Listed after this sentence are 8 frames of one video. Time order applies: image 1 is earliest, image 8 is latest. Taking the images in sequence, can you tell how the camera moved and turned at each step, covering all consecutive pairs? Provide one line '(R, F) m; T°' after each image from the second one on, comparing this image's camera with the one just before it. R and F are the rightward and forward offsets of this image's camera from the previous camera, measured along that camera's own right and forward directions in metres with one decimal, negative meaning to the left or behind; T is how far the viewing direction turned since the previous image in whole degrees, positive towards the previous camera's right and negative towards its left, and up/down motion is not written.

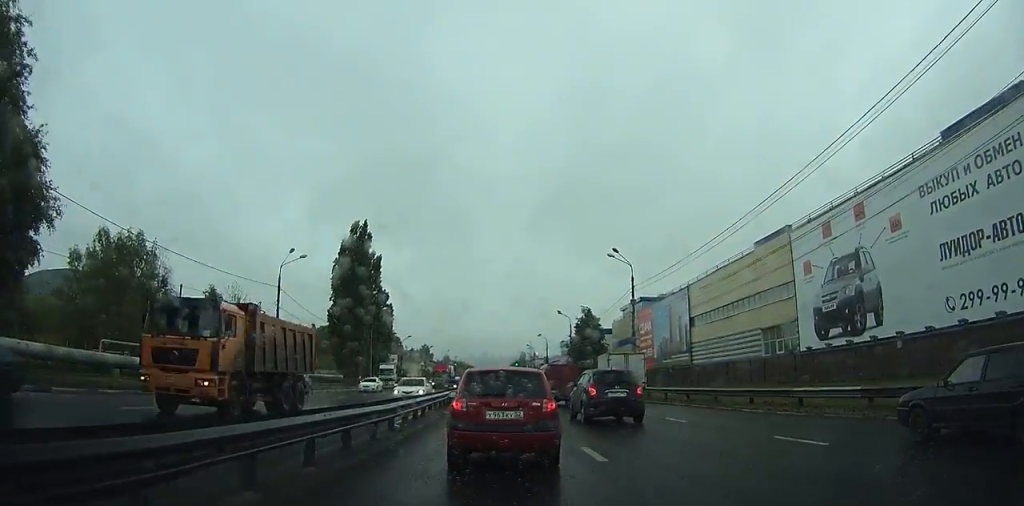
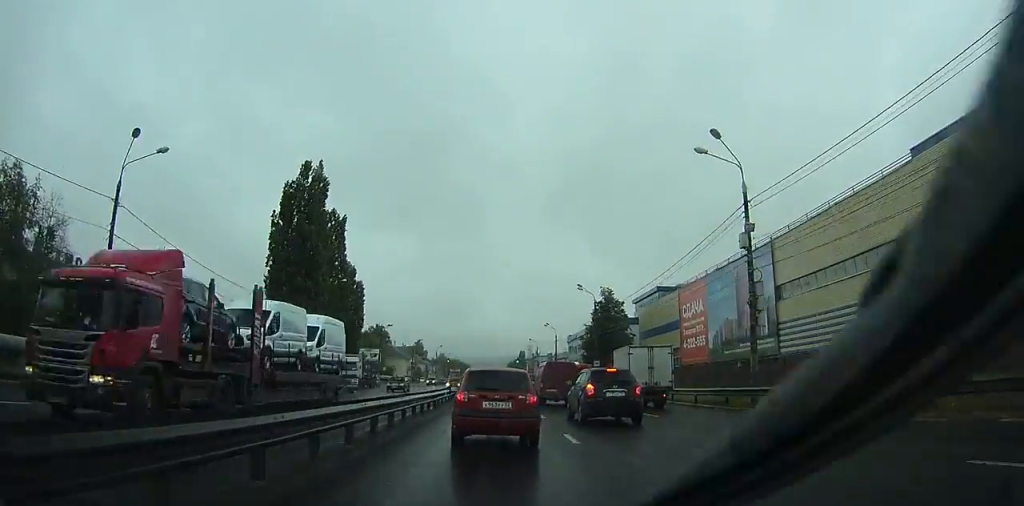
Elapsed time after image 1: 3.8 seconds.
(-0.2, +18.0) m; -2°
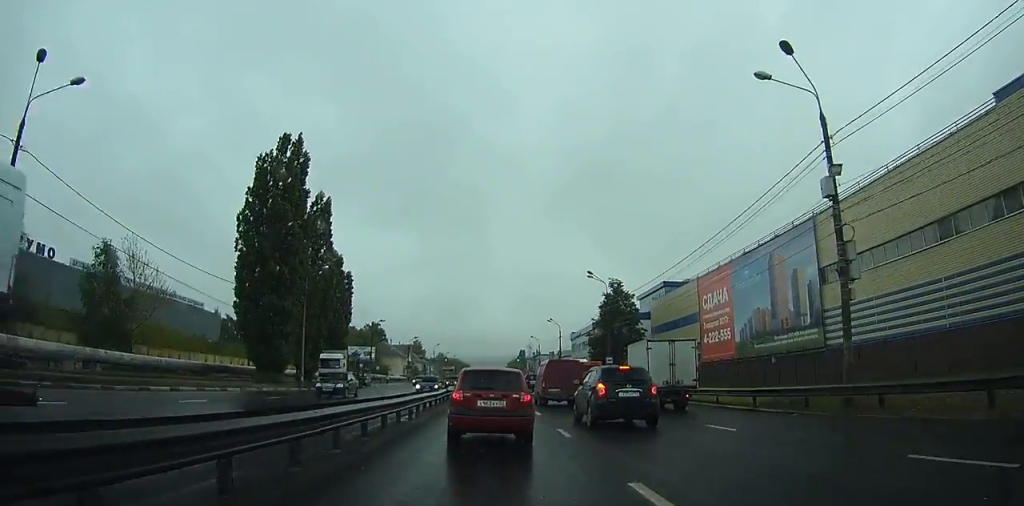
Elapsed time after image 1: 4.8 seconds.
(0.0, +6.0) m; 0°
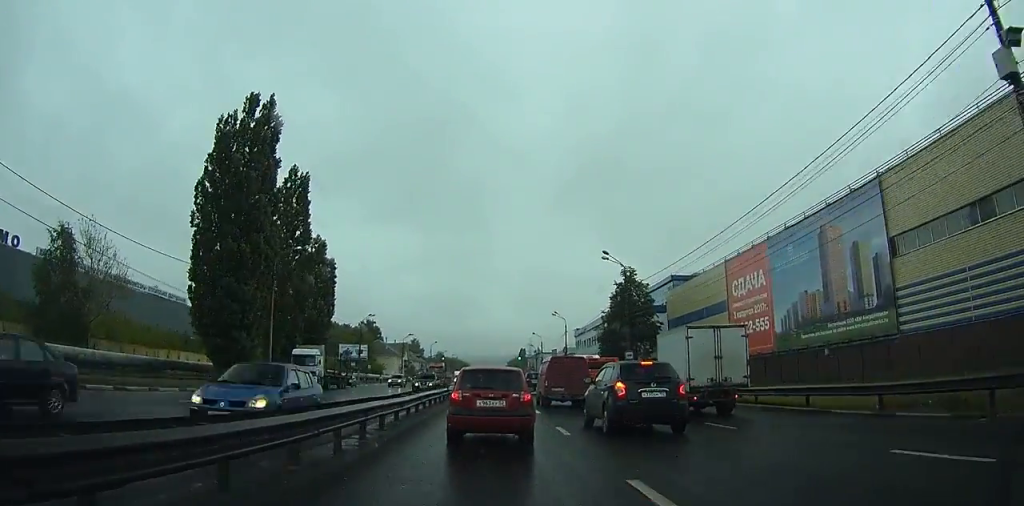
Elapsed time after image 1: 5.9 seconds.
(0.0, +7.4) m; +1°
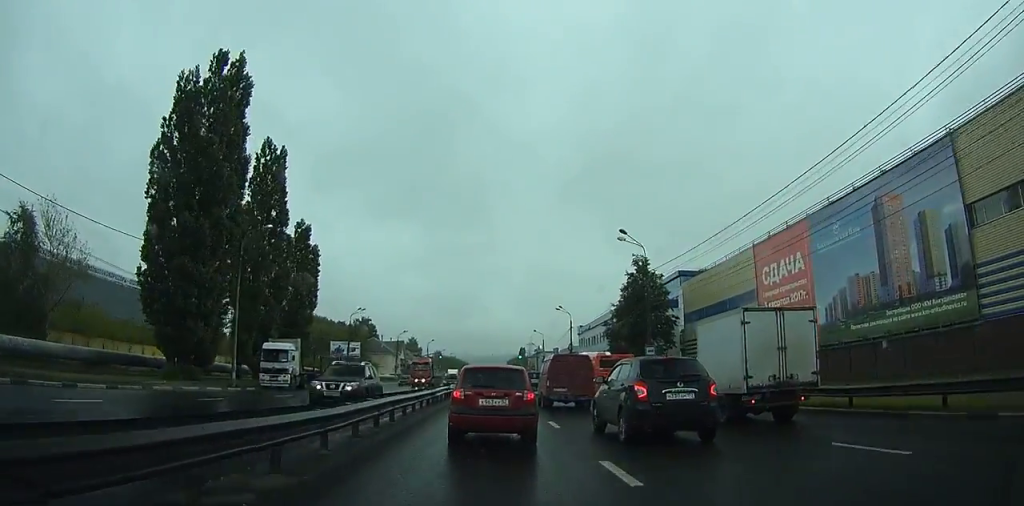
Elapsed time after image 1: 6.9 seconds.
(0.0, +6.2) m; +1°
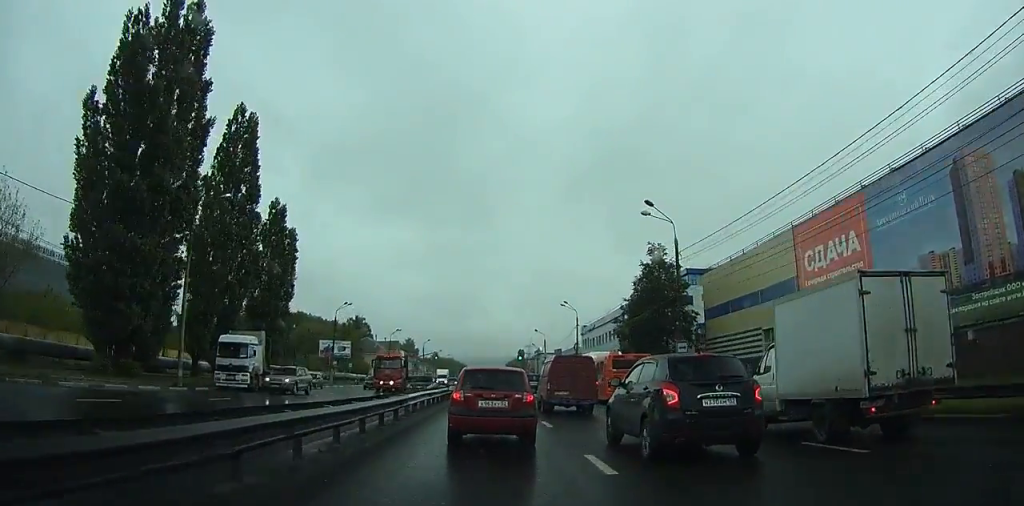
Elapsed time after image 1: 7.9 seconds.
(+0.2, +7.3) m; 0°
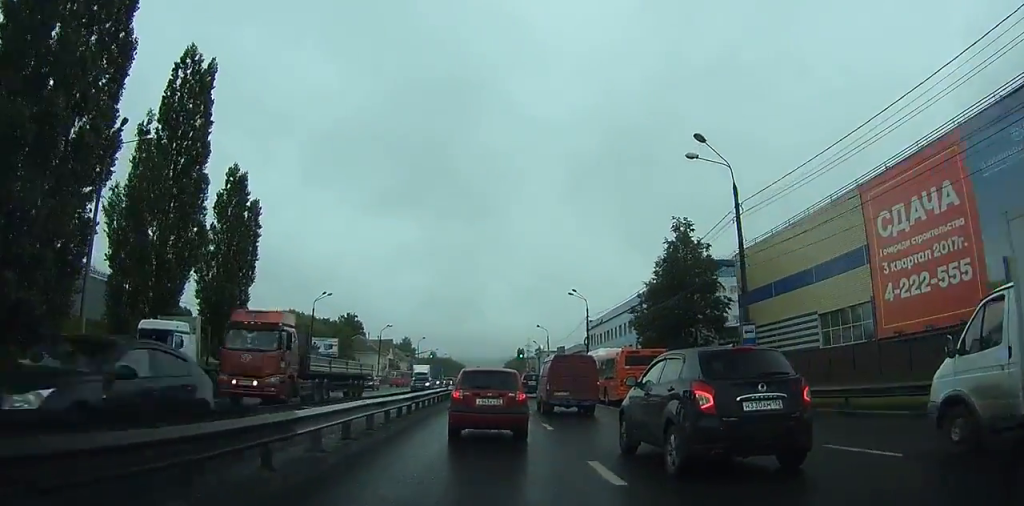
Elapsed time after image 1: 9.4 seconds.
(0.0, +9.9) m; -1°
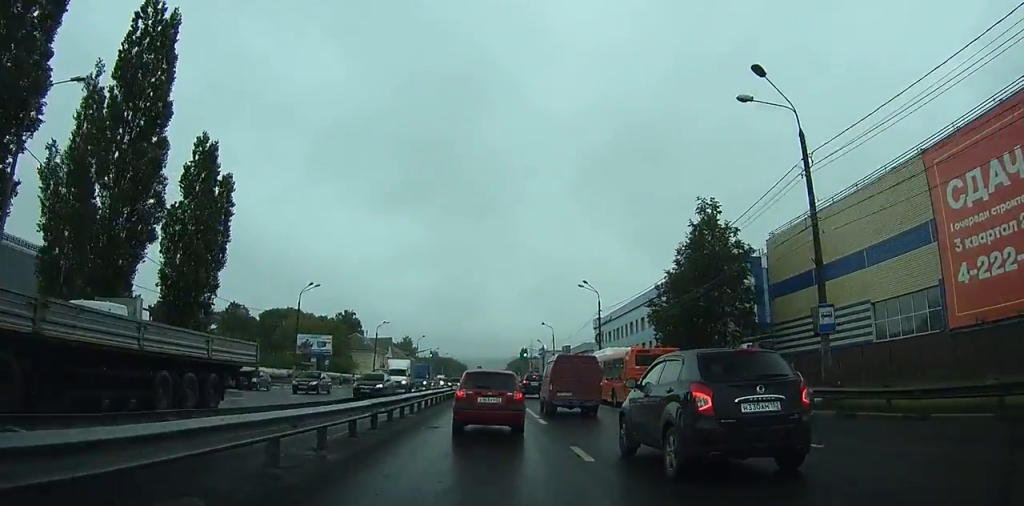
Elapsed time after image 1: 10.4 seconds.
(-0.1, +6.7) m; -1°
